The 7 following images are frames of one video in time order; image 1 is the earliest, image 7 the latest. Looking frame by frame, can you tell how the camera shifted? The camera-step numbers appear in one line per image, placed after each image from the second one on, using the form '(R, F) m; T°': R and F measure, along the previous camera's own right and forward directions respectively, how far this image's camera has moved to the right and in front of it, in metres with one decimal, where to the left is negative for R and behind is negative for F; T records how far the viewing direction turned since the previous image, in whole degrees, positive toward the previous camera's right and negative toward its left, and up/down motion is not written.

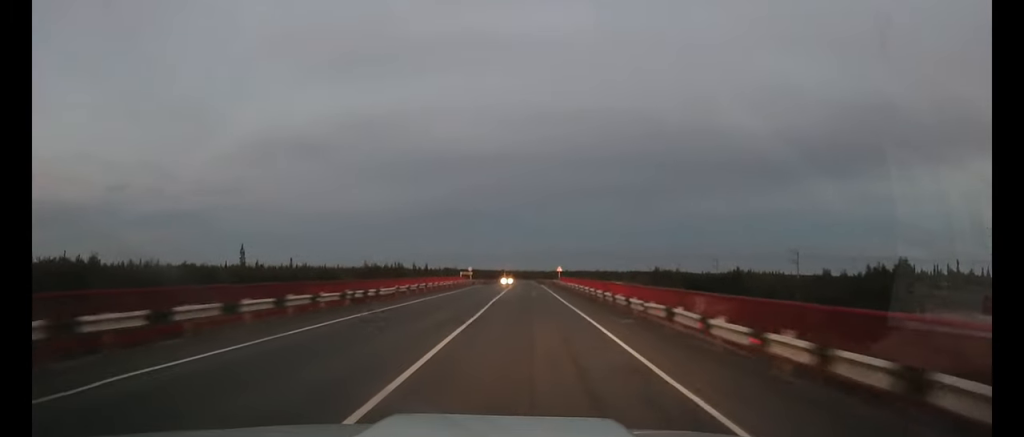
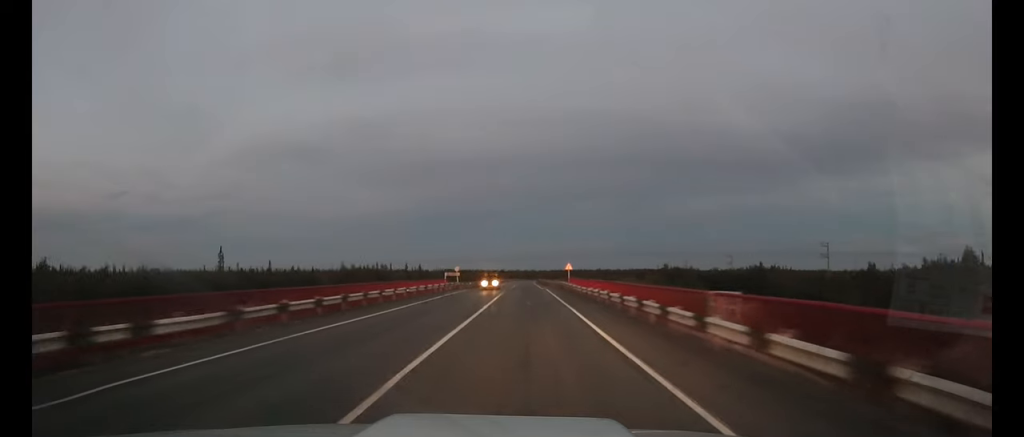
(0.0, +17.8) m; 0°
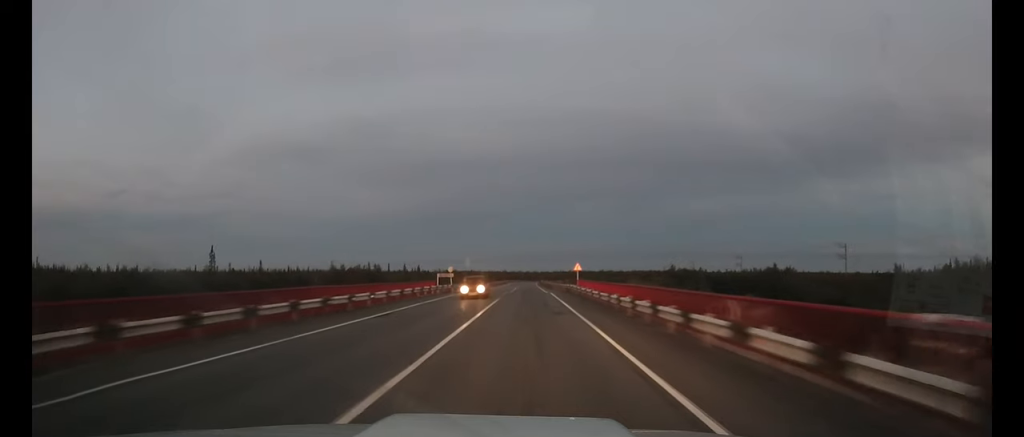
(0.0, +7.9) m; 0°
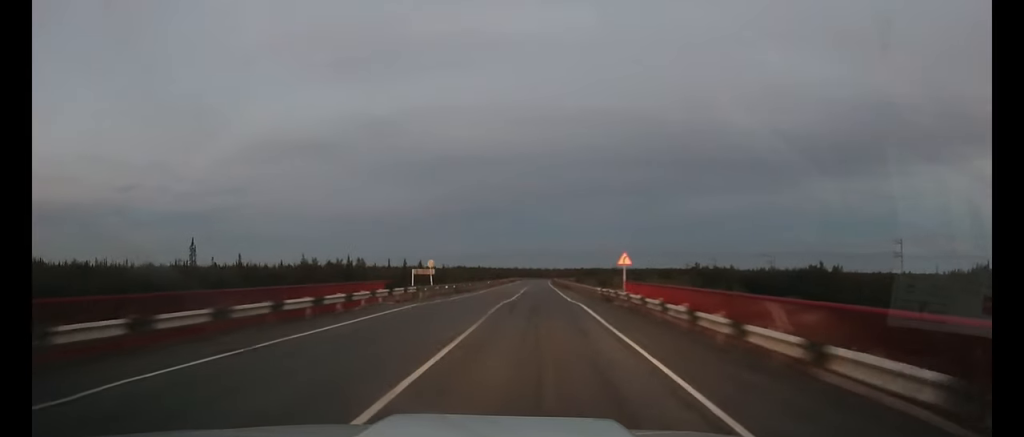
(-0.1, +19.6) m; -1°
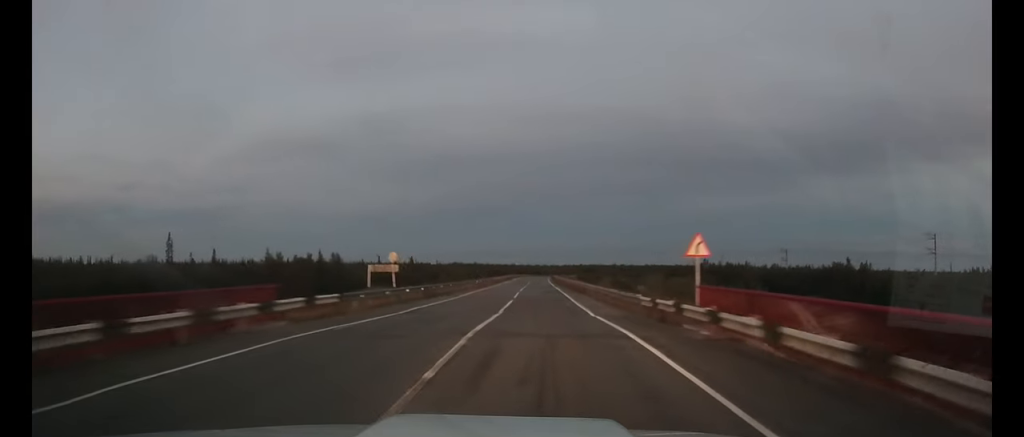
(-0.1, +13.2) m; 0°
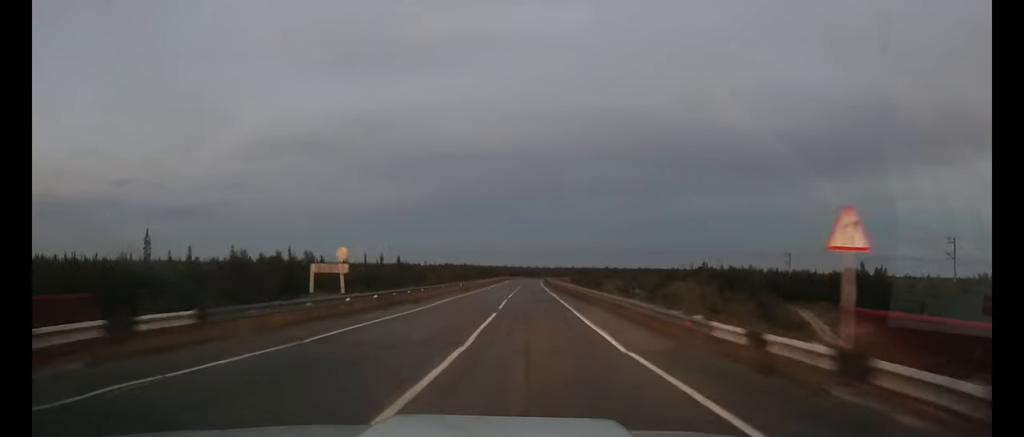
(0.0, +9.1) m; 0°
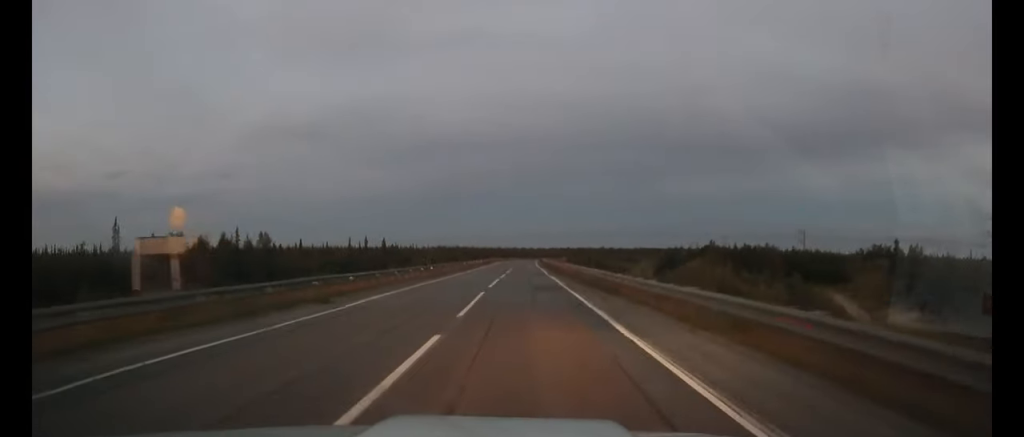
(+0.1, +14.9) m; +1°
